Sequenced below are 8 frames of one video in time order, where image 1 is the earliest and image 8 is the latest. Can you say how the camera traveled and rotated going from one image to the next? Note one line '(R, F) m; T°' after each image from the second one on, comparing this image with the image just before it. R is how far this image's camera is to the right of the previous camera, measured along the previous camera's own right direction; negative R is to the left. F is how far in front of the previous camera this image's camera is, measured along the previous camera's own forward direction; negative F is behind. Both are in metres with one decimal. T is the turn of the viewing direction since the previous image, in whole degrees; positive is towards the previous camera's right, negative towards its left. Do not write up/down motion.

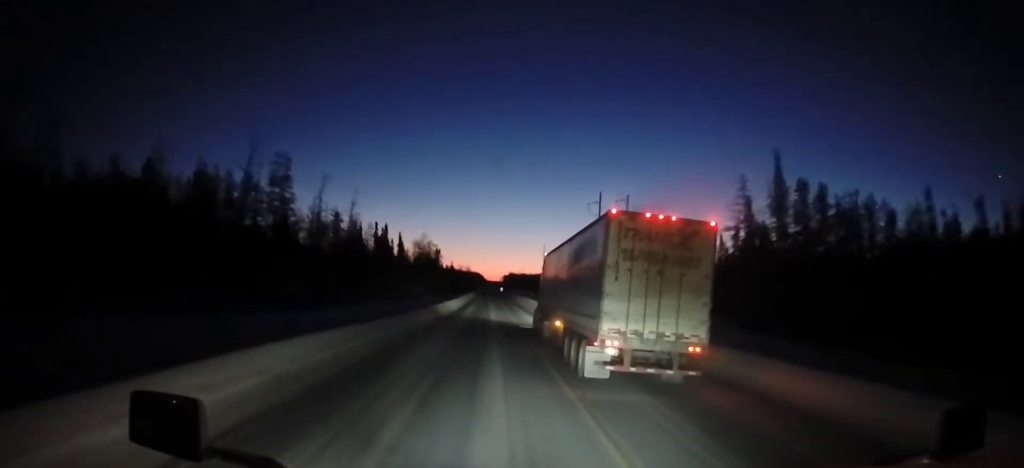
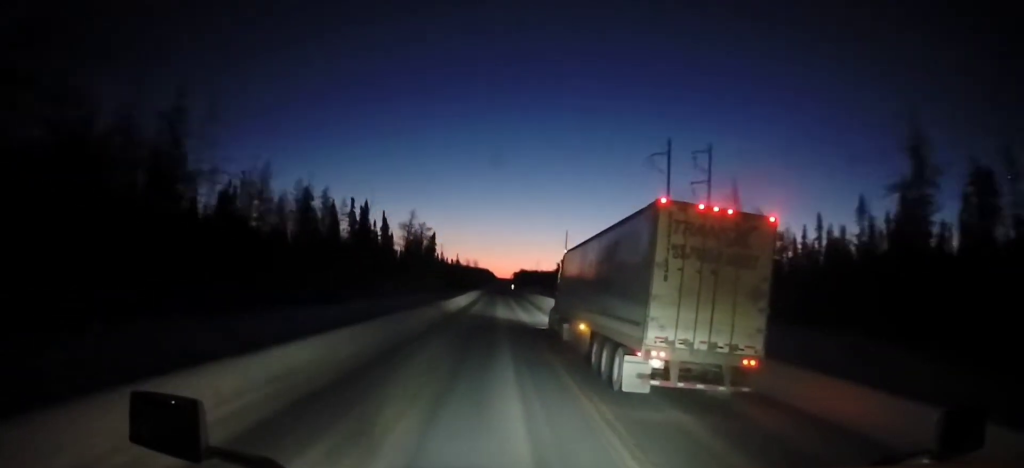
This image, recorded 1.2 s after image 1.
(0.0, +33.3) m; 0°
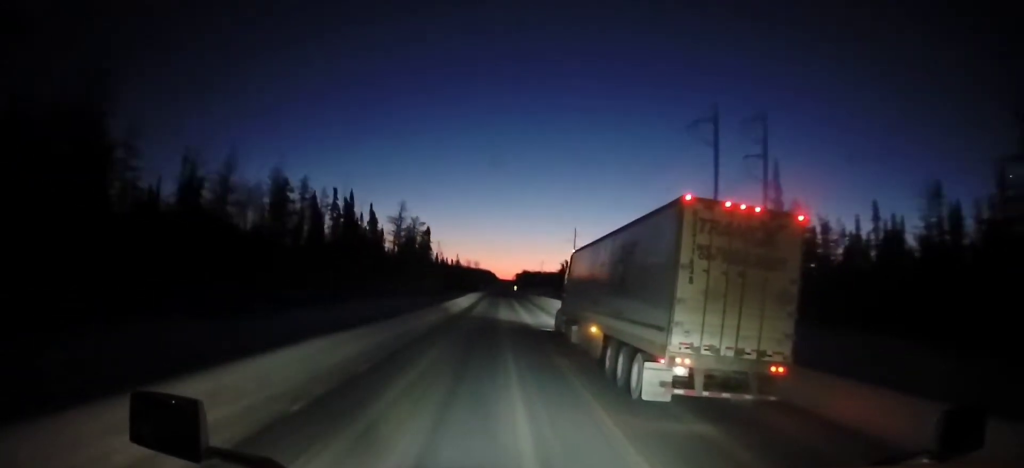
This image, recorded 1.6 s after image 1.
(0.0, +13.4) m; 0°
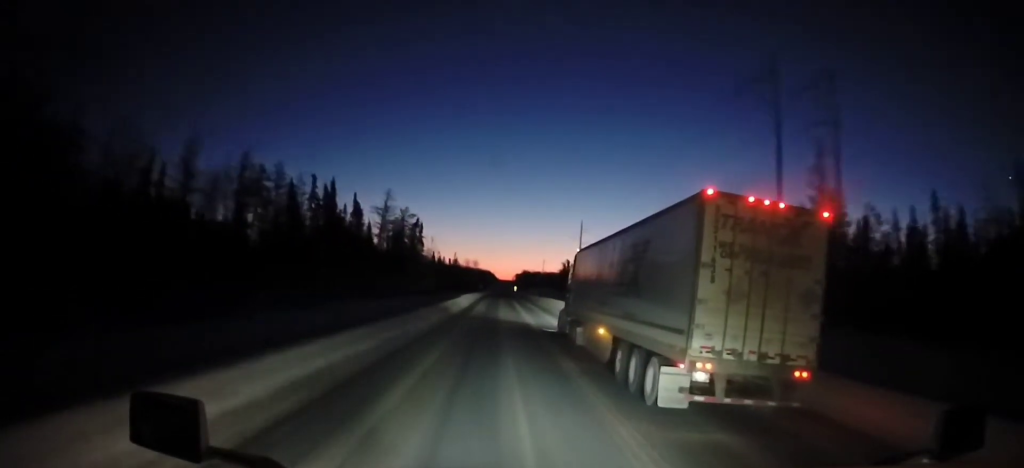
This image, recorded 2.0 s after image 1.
(0.0, +11.5) m; 0°
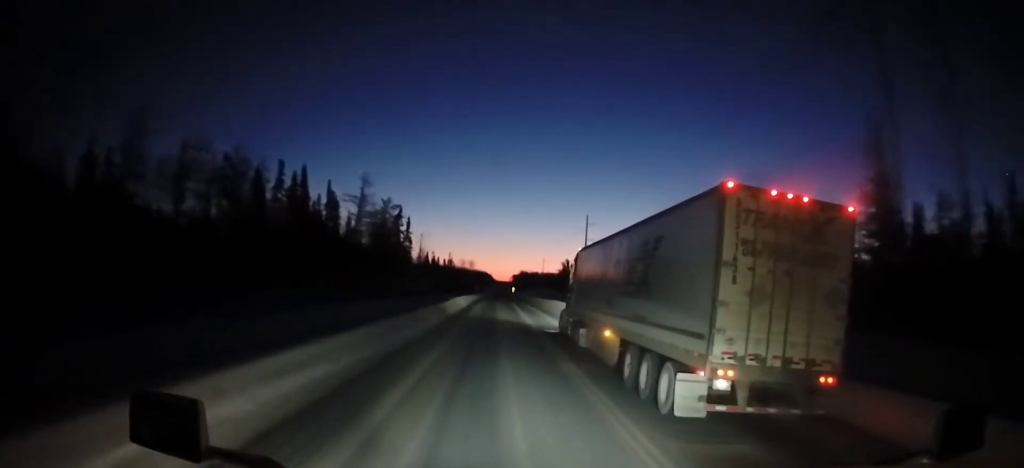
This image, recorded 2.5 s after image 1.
(0.0, +12.4) m; 0°
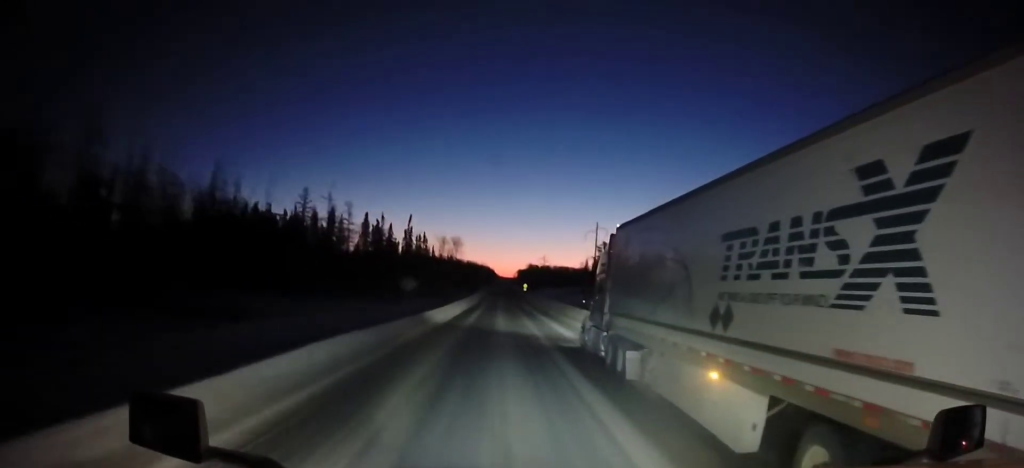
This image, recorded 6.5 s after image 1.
(+1.2, +115.9) m; 0°
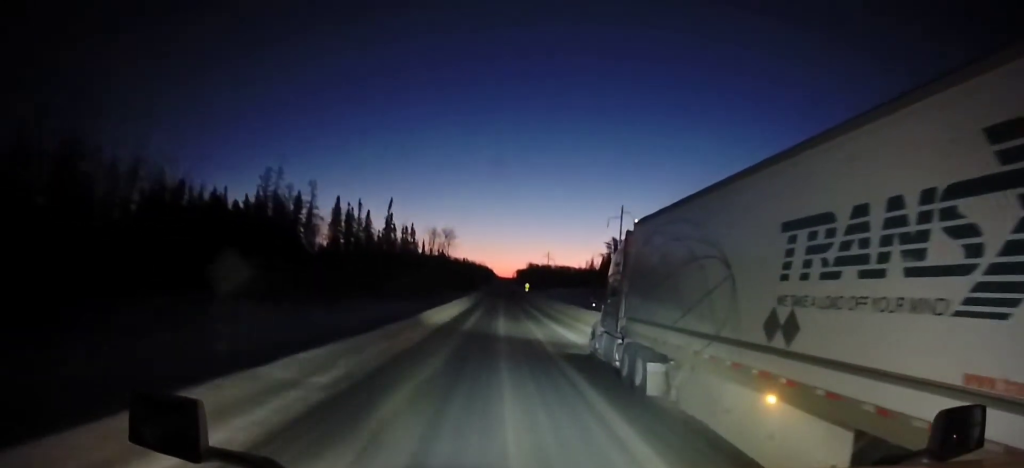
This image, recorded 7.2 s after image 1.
(0.0, +22.4) m; 0°
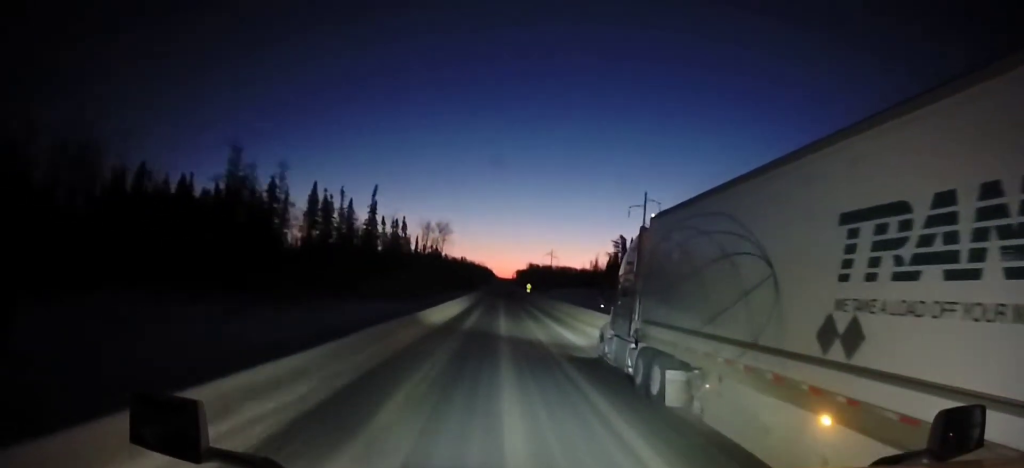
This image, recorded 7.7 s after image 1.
(0.0, +13.7) m; 0°
